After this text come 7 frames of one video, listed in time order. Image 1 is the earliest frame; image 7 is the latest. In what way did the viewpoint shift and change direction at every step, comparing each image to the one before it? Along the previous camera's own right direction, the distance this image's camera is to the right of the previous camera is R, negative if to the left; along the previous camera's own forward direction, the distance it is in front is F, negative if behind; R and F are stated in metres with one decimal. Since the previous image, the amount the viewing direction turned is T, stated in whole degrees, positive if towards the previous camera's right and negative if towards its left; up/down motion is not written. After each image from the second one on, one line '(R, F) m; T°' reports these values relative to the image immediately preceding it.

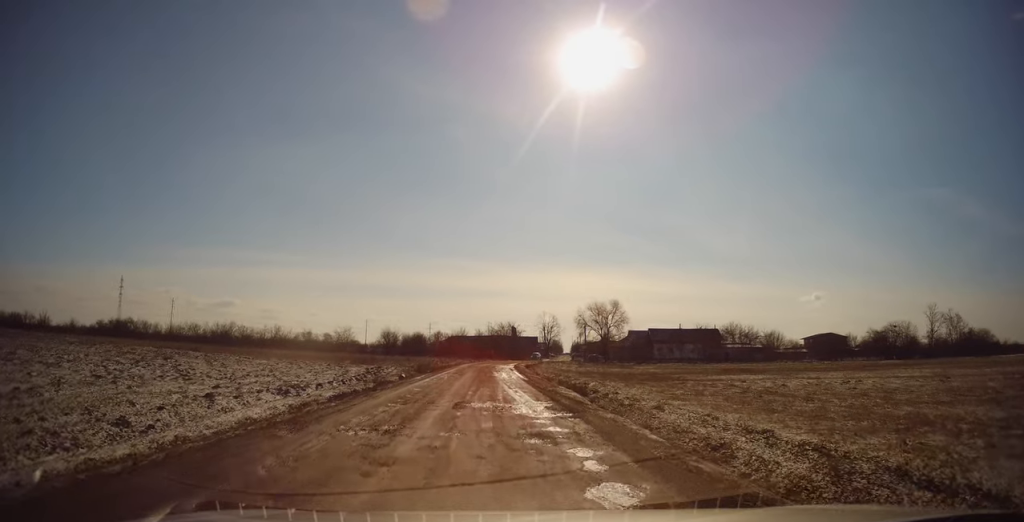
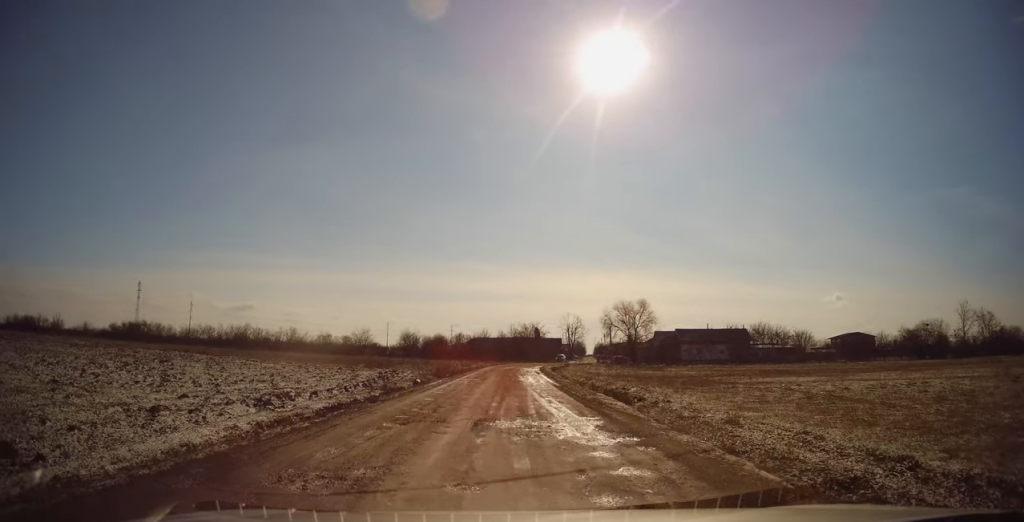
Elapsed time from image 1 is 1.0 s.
(+0.3, +3.8) m; -1°
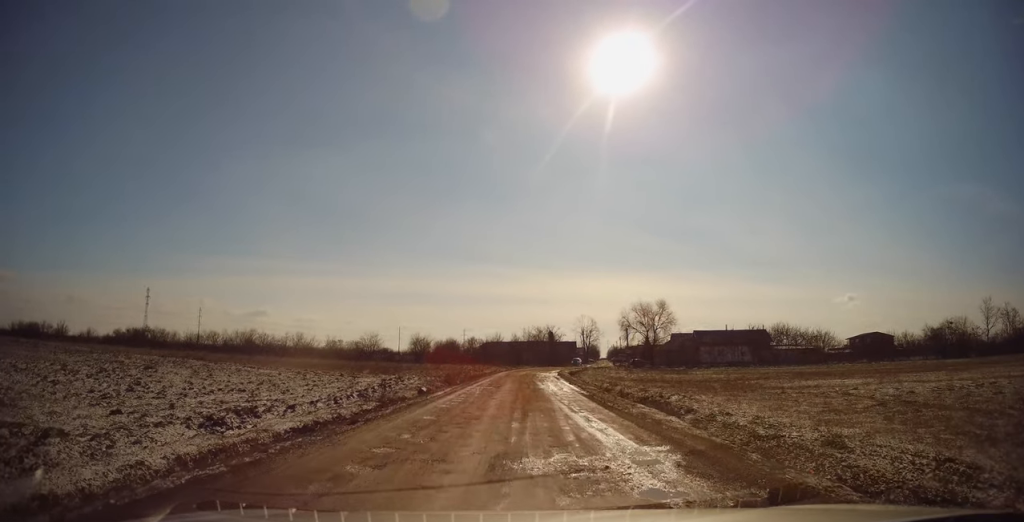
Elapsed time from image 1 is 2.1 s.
(-0.4, +3.8) m; -5°
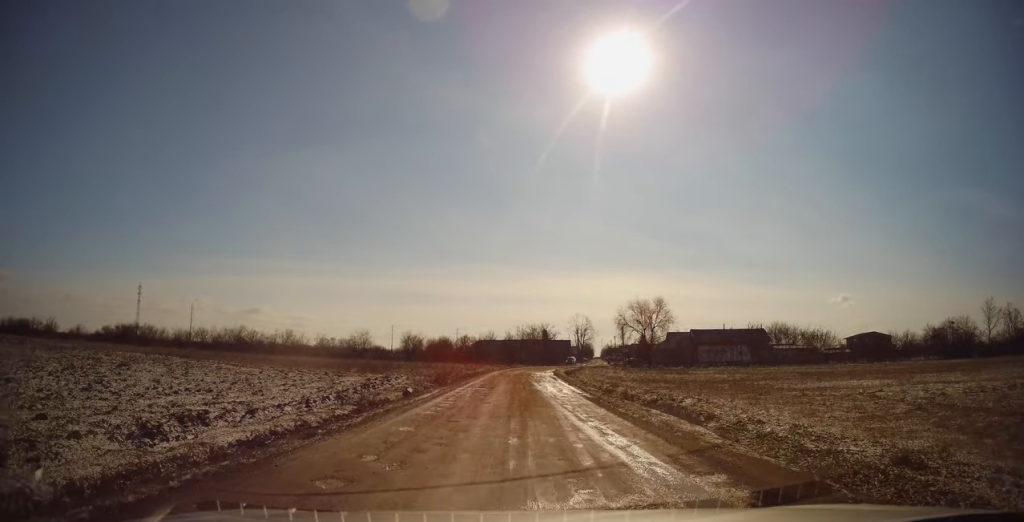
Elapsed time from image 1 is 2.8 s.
(0.0, +2.3) m; +4°
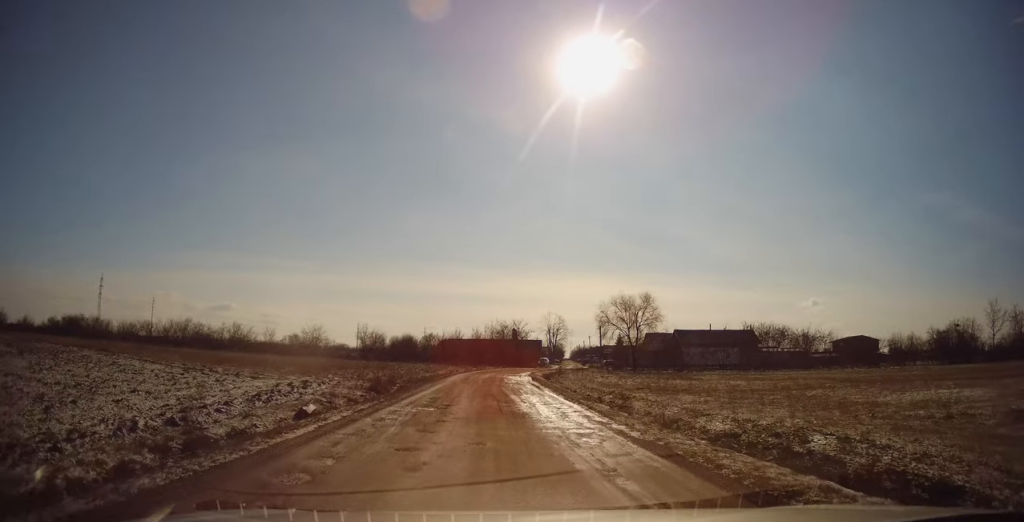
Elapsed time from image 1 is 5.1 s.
(+0.9, +9.2) m; +2°
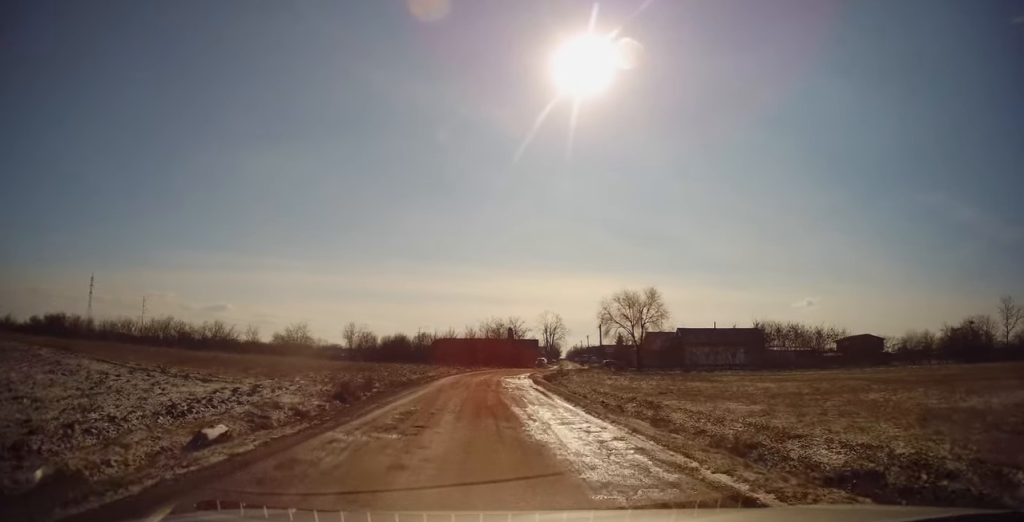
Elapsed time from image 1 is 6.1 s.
(-0.3, +4.6) m; -3°
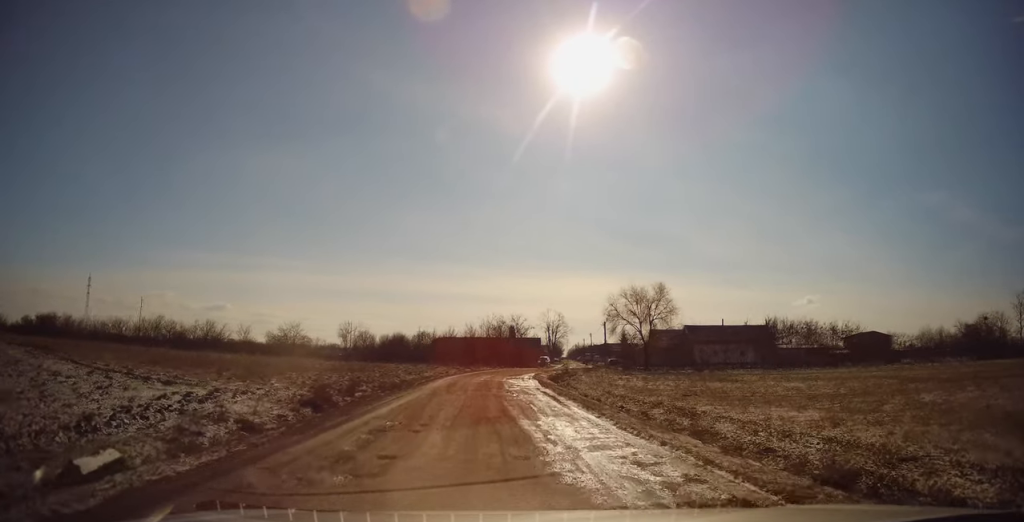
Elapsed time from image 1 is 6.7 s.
(0.0, +2.9) m; +3°
